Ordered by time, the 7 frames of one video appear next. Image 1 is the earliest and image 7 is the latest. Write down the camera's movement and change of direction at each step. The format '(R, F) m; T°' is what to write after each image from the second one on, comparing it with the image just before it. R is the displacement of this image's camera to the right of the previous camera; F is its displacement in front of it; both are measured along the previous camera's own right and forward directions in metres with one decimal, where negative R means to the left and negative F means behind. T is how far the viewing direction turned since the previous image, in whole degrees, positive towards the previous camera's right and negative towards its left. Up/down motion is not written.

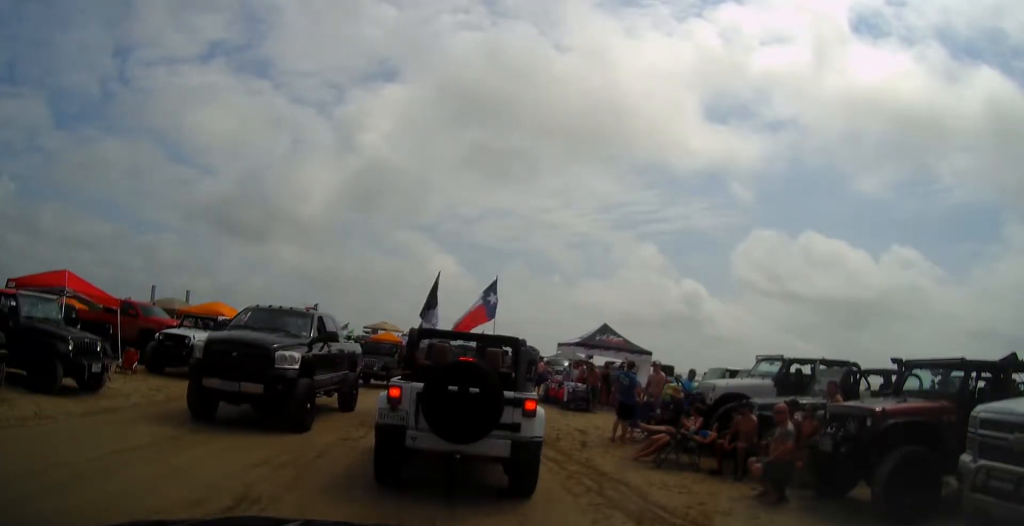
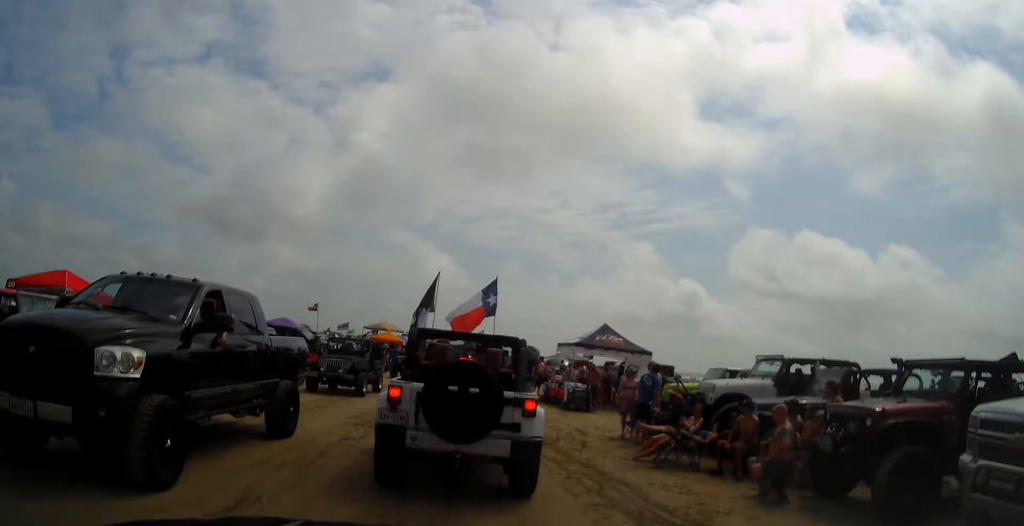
(0.0, 0.0) m; 0°
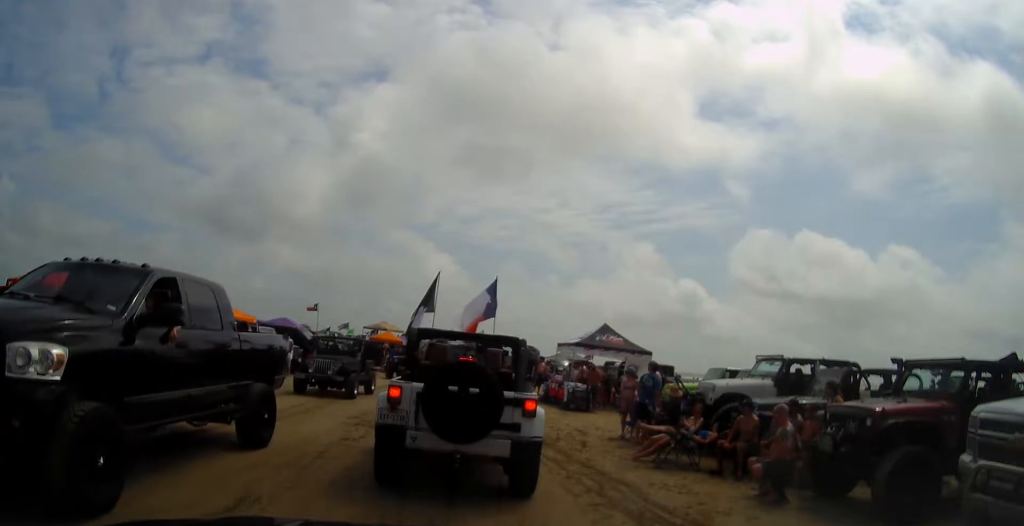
(0.0, 0.0) m; 0°
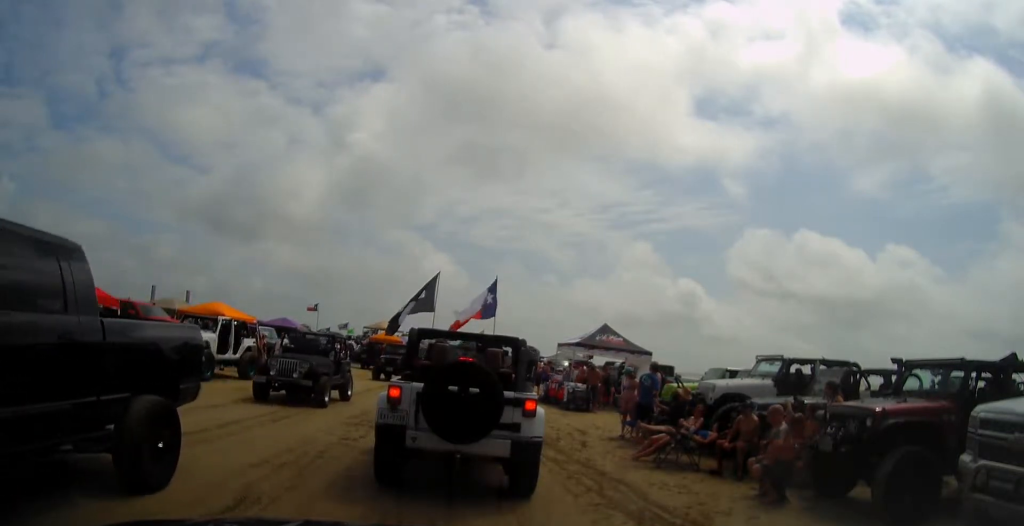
(0.0, 0.0) m; 0°
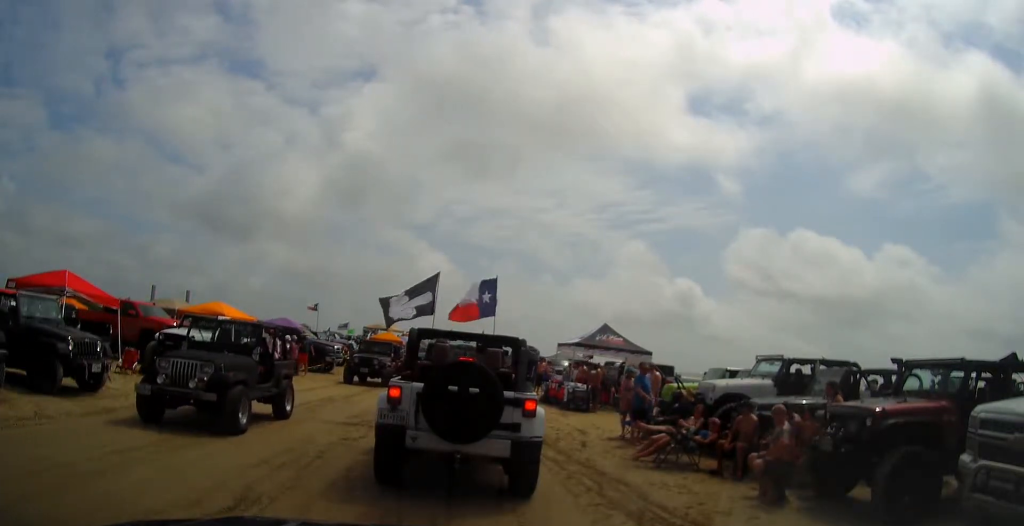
(0.0, 0.0) m; 0°
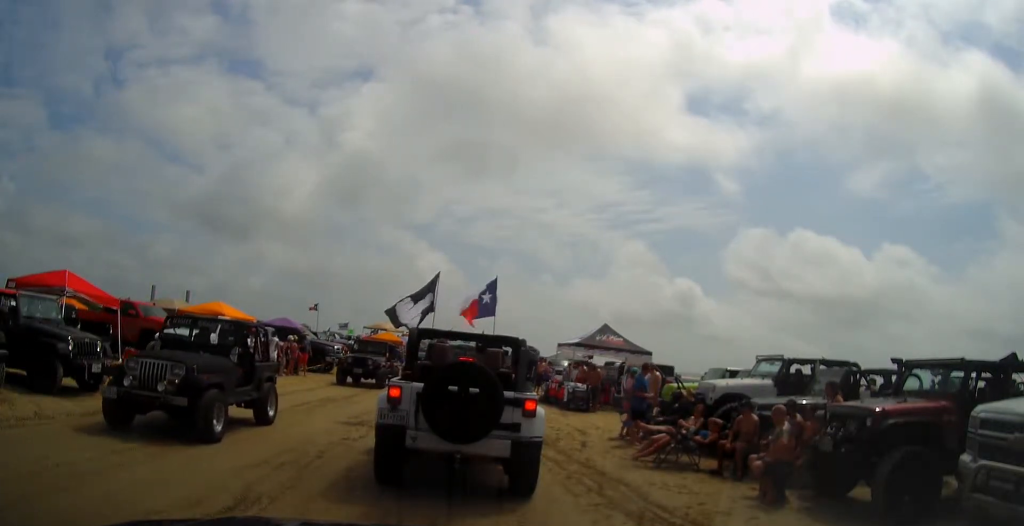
(0.0, 0.0) m; 0°
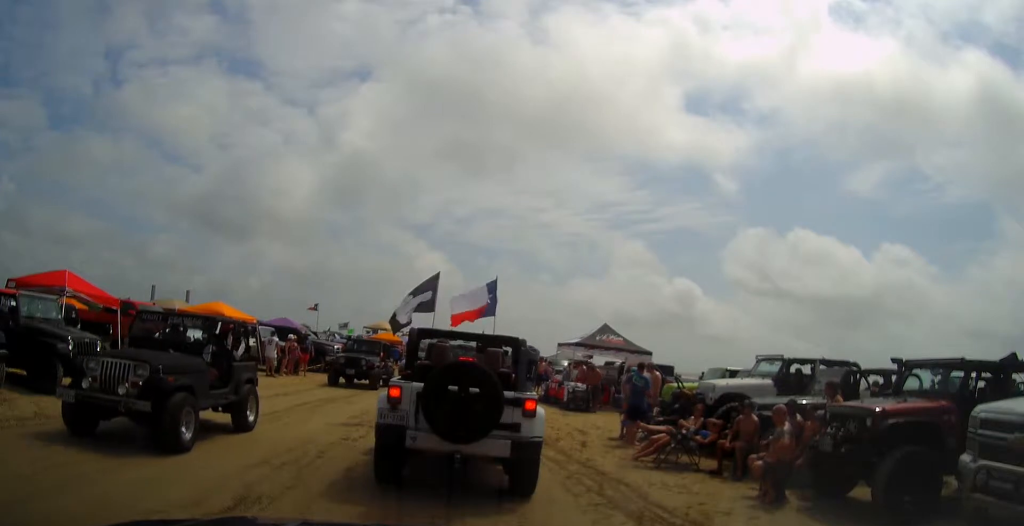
(0.0, 0.0) m; 0°
